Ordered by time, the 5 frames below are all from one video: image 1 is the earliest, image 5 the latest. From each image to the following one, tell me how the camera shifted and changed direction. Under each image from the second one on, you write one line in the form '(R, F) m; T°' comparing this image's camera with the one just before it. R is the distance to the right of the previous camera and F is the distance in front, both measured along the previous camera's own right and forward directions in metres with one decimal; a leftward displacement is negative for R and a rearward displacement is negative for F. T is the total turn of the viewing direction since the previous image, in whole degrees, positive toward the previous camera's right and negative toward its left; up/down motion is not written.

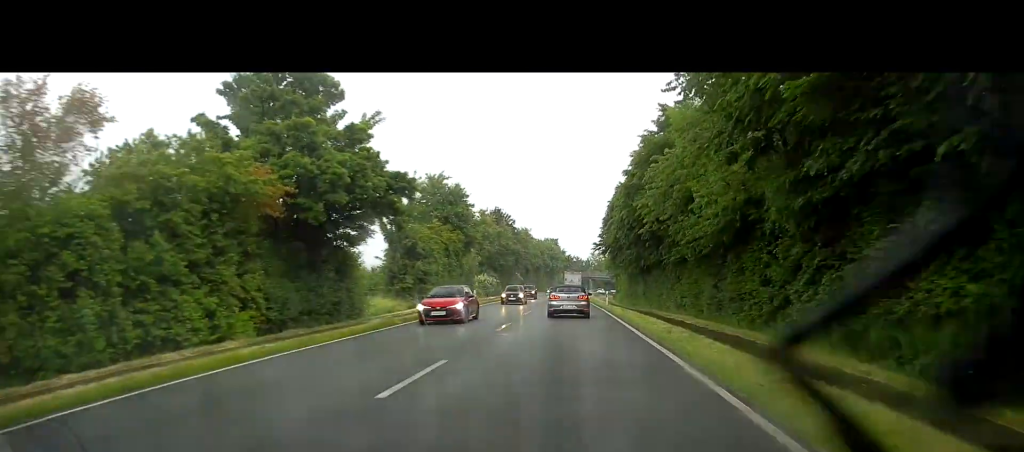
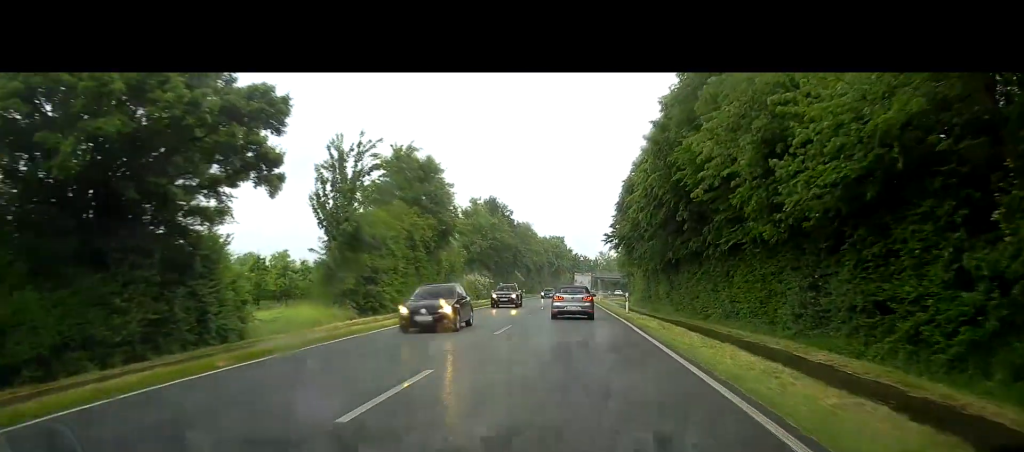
(-0.1, +13.3) m; -2°
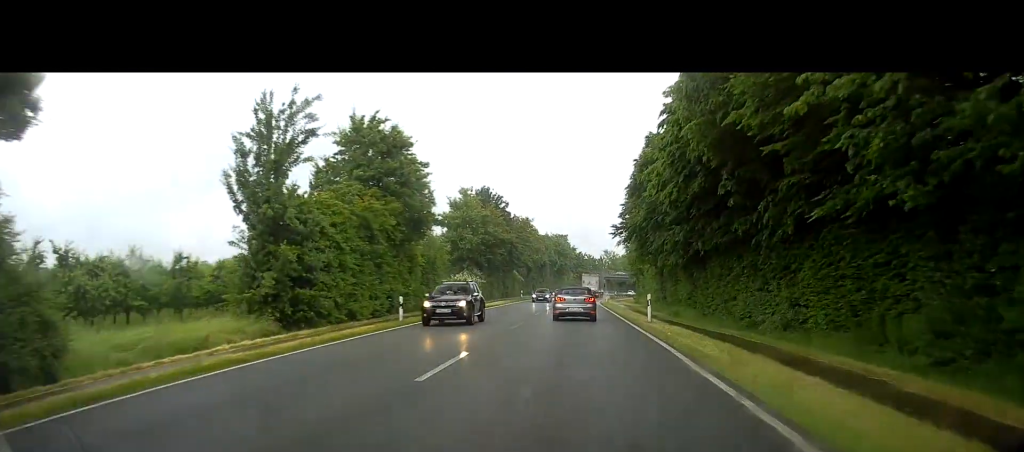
(-0.2, +9.1) m; 0°
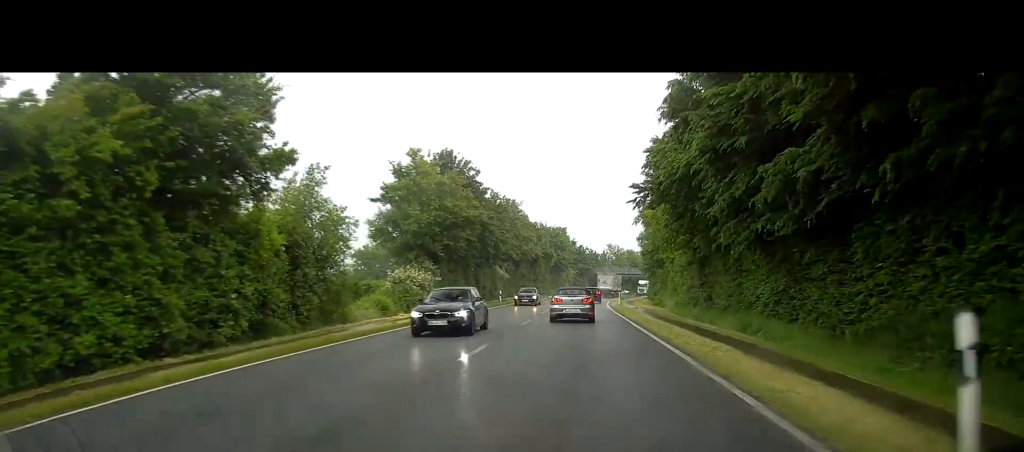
(+0.1, +21.0) m; -1°
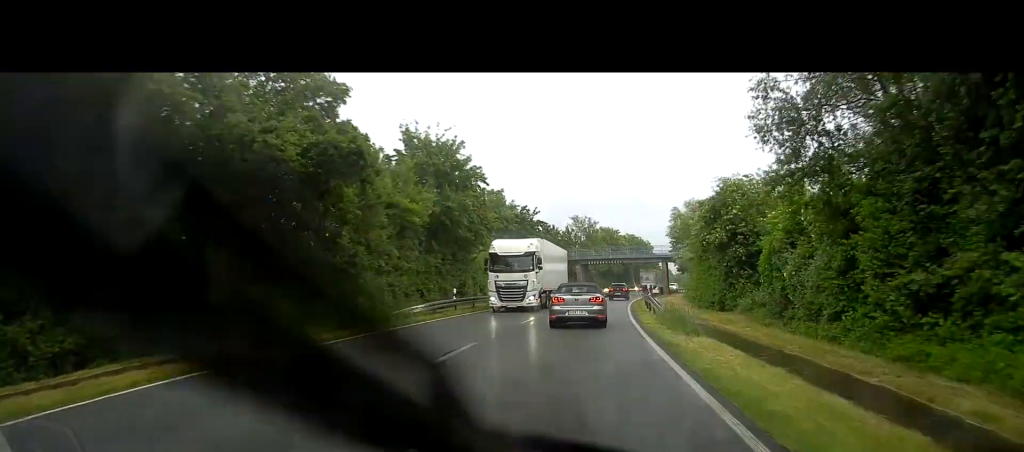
(0.0, +72.1) m; +3°
